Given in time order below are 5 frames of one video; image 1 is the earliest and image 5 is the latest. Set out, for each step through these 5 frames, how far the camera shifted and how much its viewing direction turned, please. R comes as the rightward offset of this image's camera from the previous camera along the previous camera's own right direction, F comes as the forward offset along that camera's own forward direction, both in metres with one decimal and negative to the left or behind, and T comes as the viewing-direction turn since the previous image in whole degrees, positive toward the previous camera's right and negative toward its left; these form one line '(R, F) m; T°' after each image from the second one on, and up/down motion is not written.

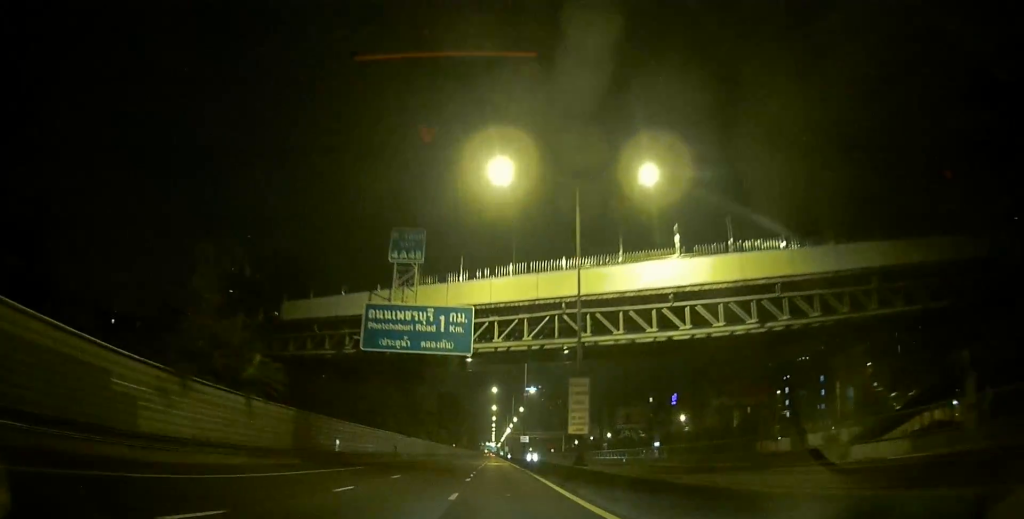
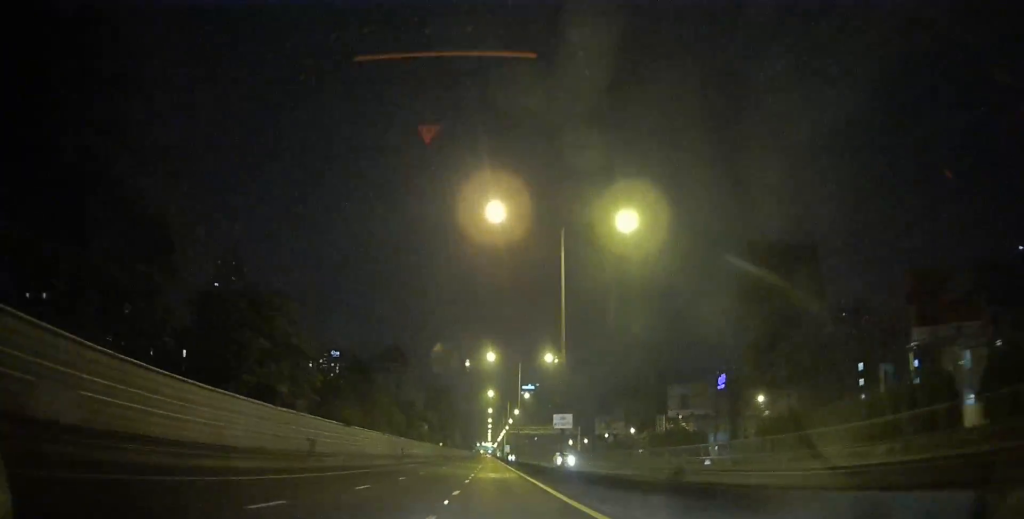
(+0.2, +32.9) m; 0°
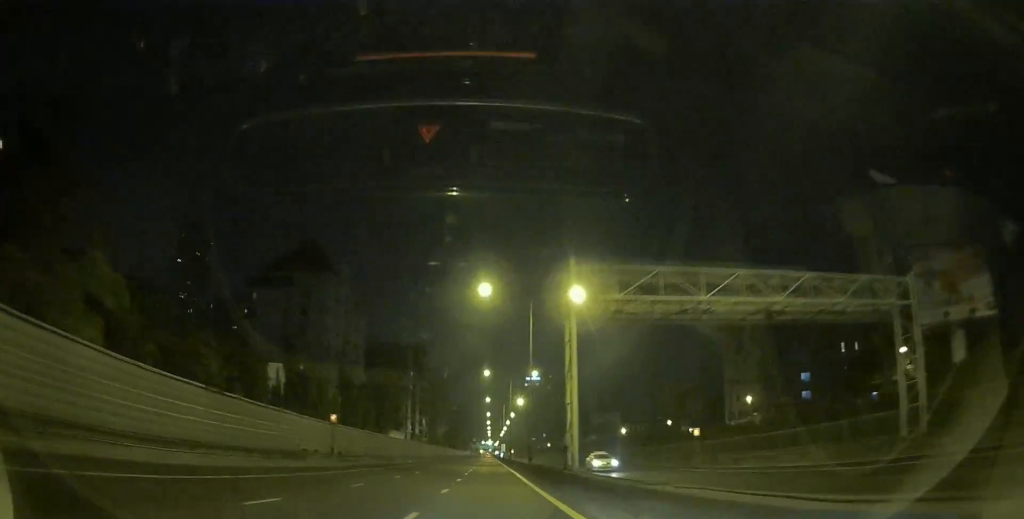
(0.0, +99.5) m; 0°
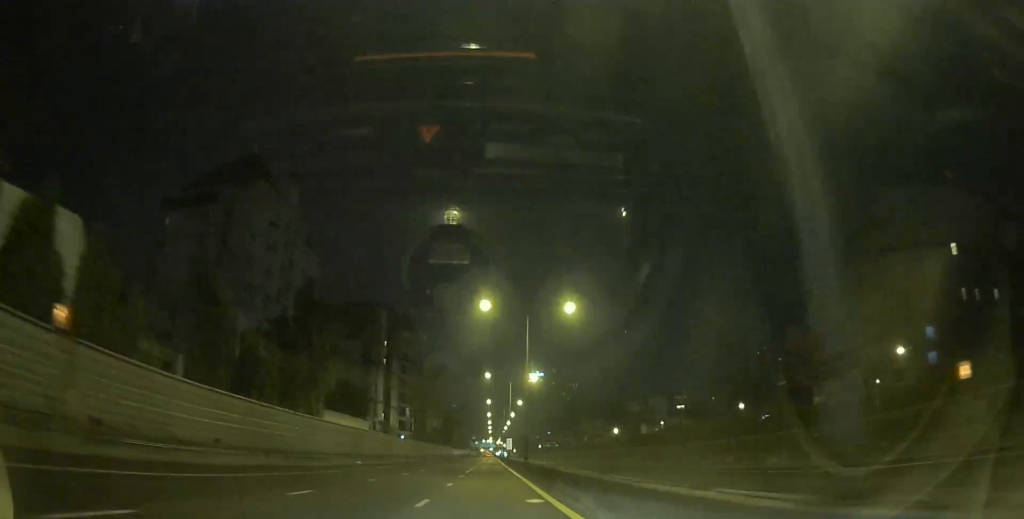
(0.0, +33.3) m; 0°
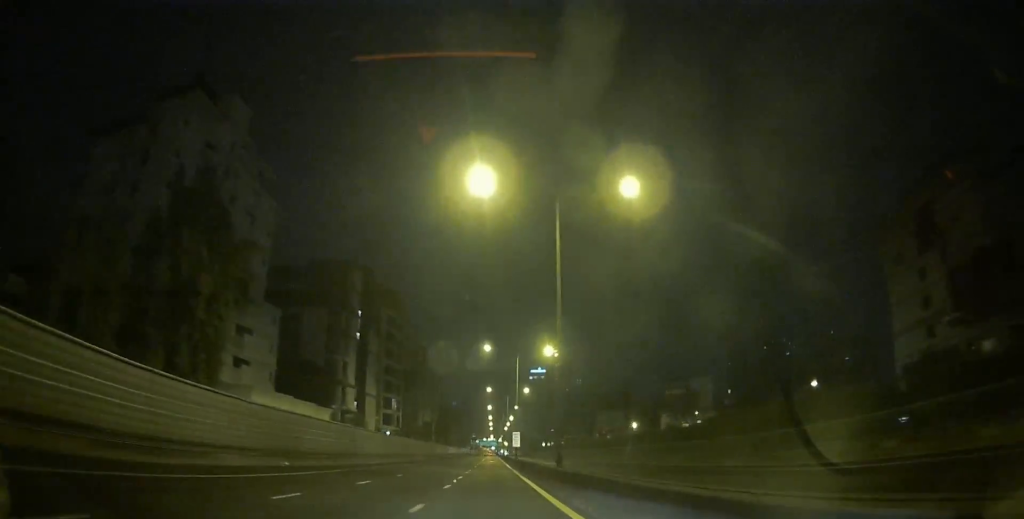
(0.0, +20.0) m; 0°
